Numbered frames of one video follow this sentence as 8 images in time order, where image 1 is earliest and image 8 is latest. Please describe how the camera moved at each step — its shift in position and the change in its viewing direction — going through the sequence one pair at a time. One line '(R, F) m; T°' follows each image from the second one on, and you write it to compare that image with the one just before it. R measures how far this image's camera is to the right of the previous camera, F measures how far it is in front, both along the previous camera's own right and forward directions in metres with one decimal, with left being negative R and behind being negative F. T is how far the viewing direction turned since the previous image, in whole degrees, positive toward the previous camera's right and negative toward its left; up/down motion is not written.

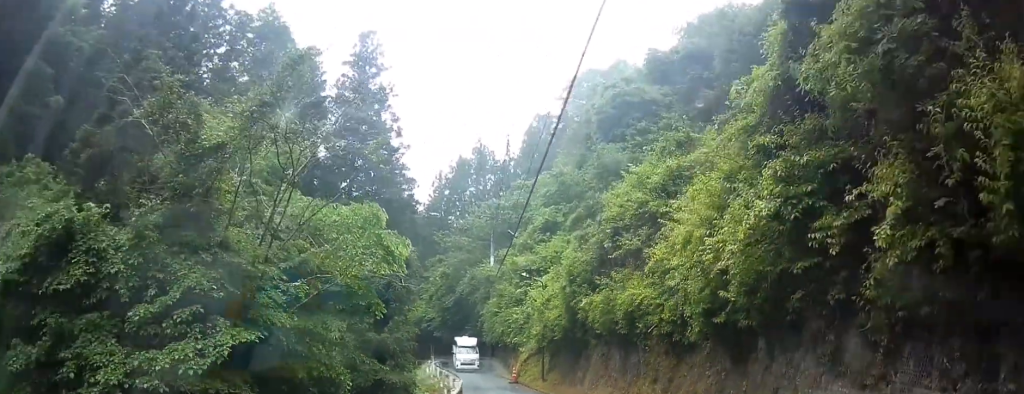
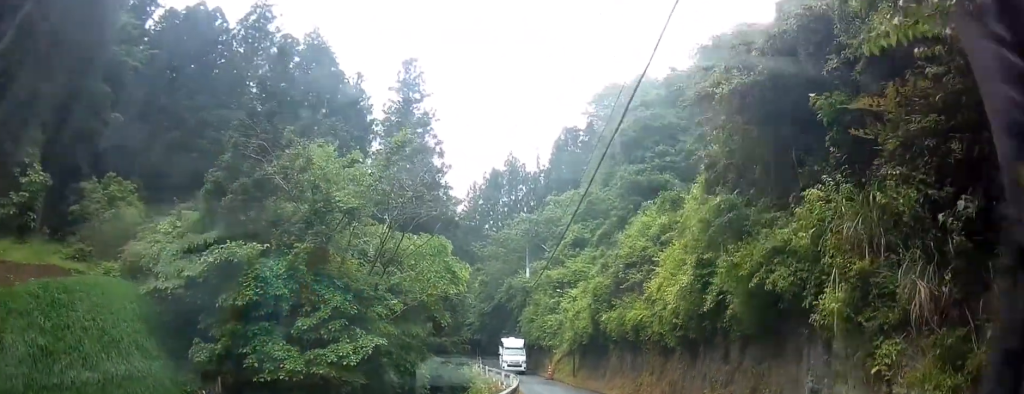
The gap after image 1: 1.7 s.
(-0.6, +8.9) m; -7°
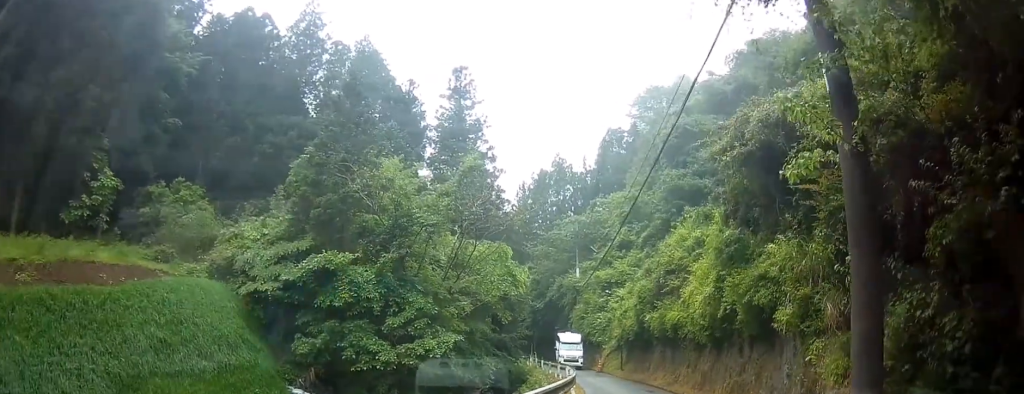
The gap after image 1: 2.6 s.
(0.0, +3.5) m; -5°
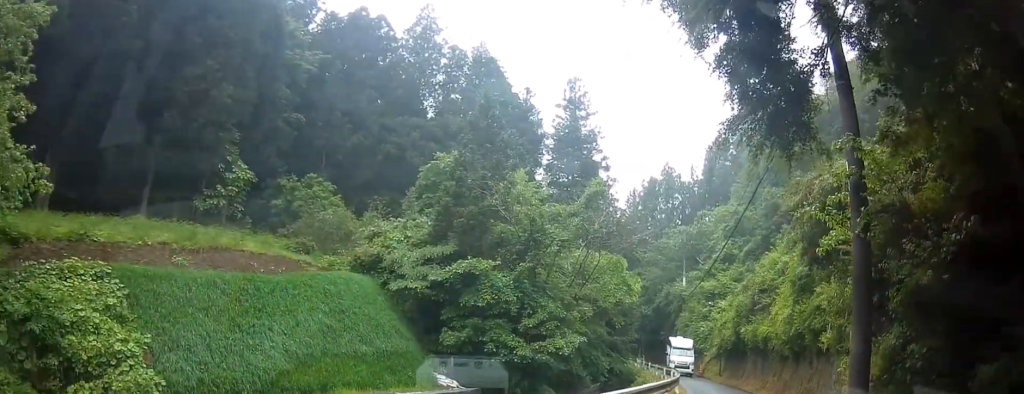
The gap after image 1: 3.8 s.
(-0.4, +3.8) m; 0°
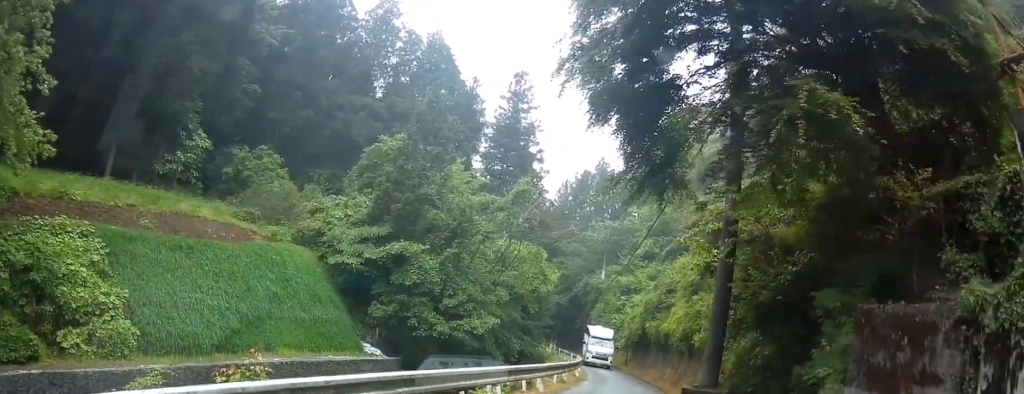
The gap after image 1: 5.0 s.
(+0.5, +3.9) m; +13°
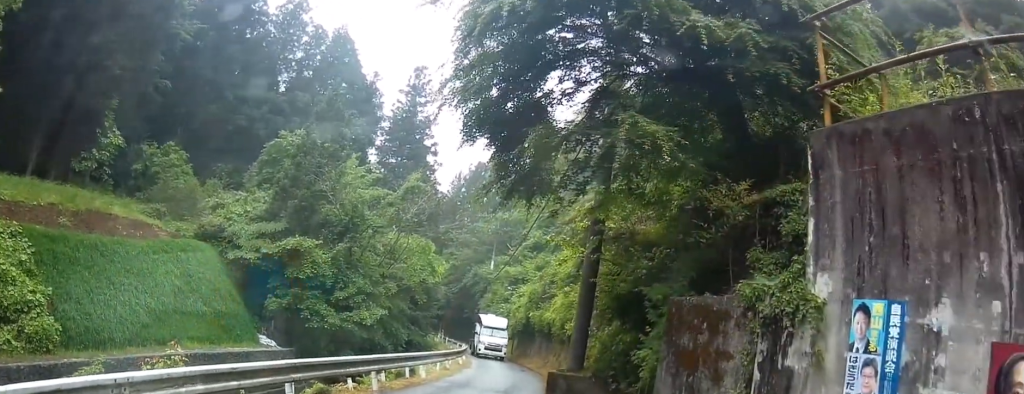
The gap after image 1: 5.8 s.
(+0.1, +2.2) m; +7°
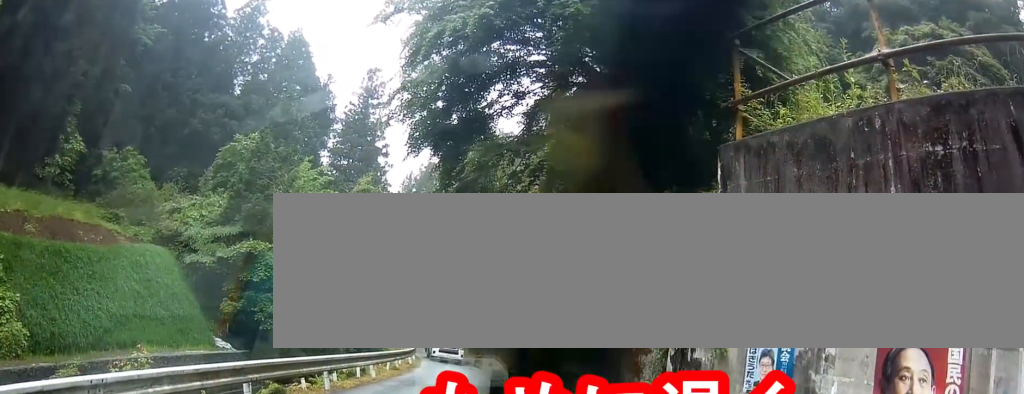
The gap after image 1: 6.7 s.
(+0.1, +2.1) m; +12°
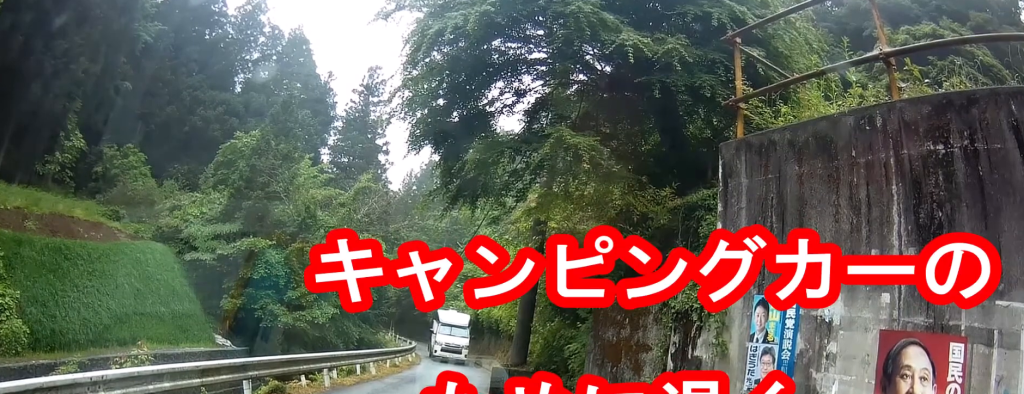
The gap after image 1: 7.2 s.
(0.0, +1.1) m; +10°
